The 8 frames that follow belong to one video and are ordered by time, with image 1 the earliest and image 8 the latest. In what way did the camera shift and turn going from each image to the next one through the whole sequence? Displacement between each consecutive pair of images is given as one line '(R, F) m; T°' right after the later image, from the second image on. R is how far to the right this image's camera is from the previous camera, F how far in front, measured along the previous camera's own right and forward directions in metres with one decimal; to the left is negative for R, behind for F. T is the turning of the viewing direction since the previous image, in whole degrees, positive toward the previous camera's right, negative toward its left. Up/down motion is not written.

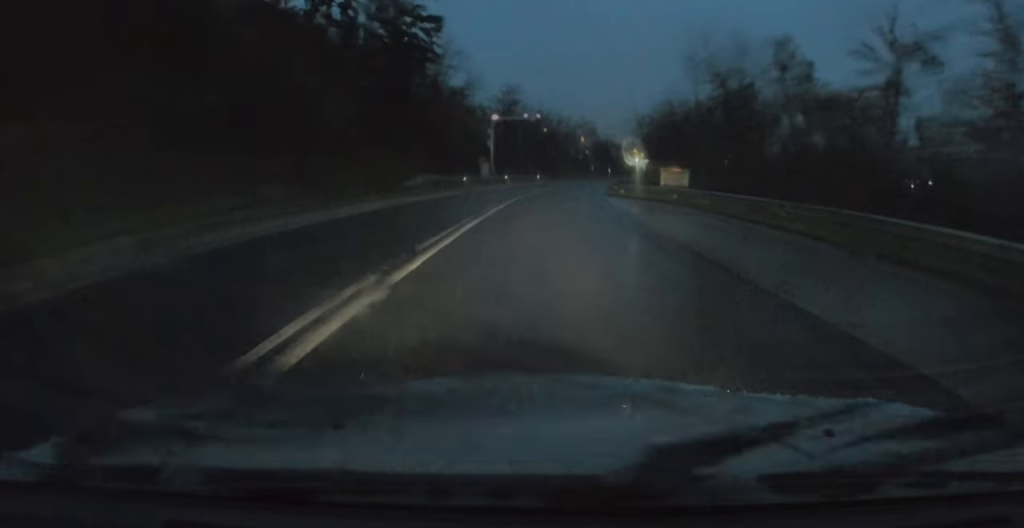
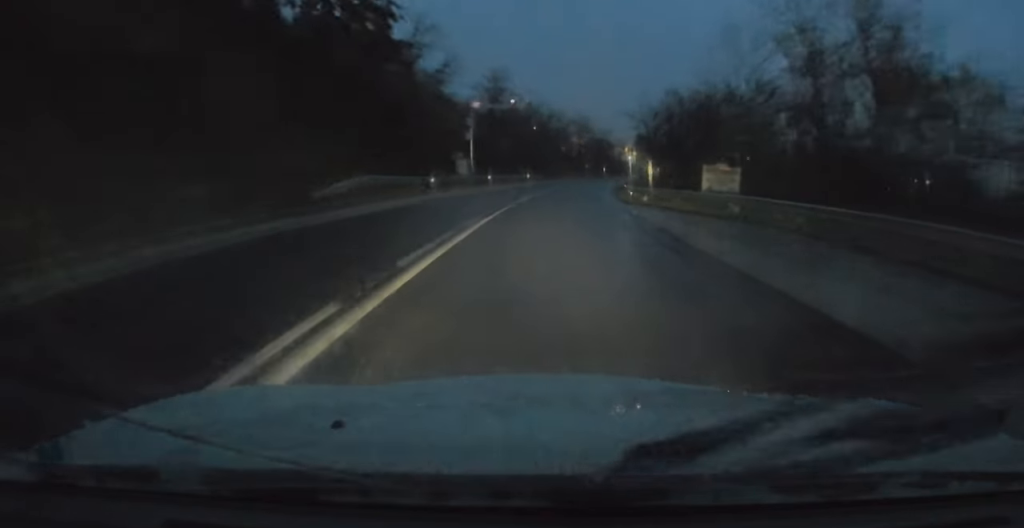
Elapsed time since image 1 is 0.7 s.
(0.0, +10.4) m; +1°
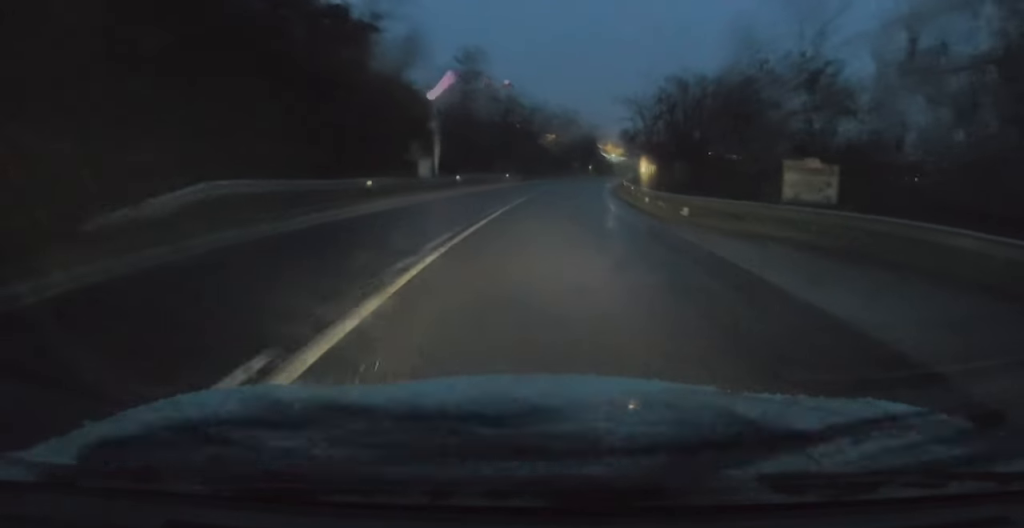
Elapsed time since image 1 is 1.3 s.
(+0.2, +9.8) m; +1°
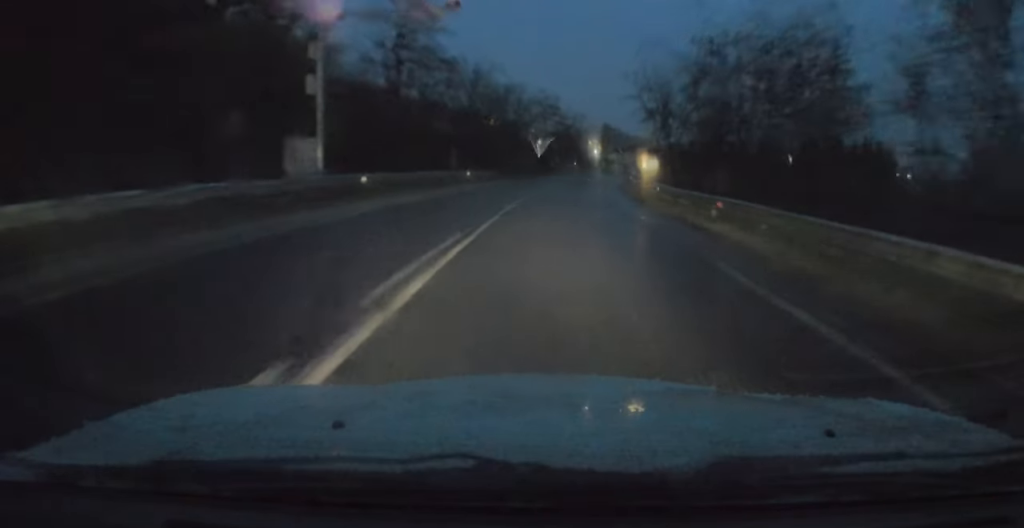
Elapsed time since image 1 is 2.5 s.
(+0.3, +17.9) m; +3°
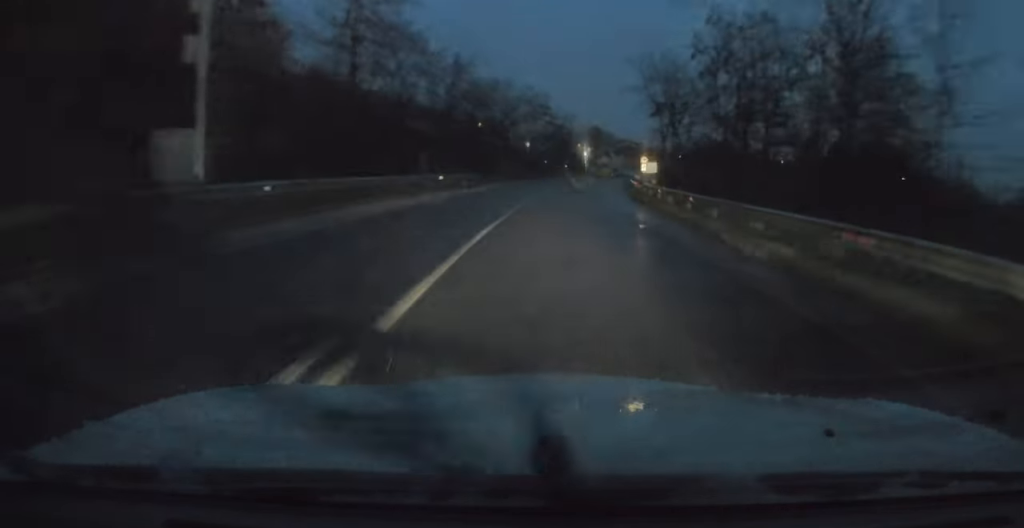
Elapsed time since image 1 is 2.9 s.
(+0.2, +7.1) m; +2°
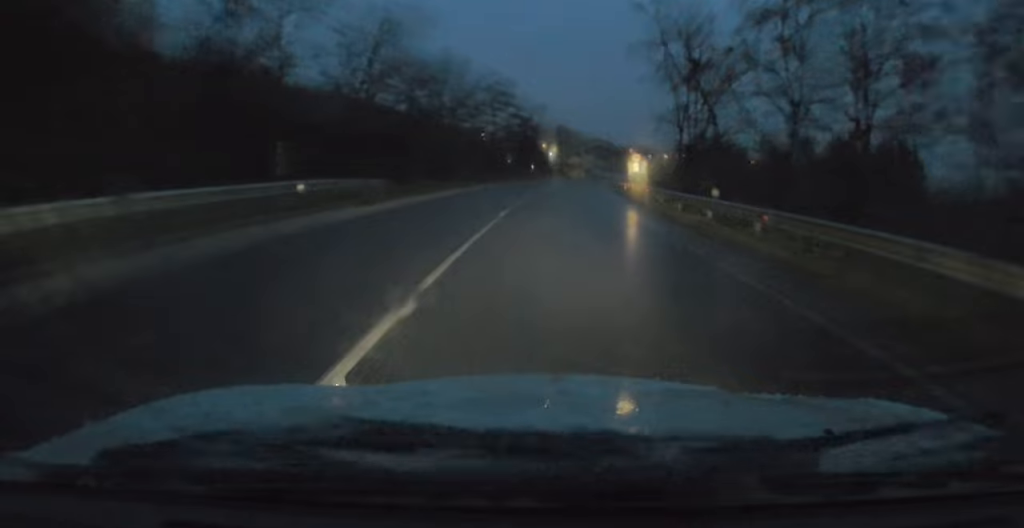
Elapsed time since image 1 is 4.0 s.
(+0.5, +15.7) m; +3°
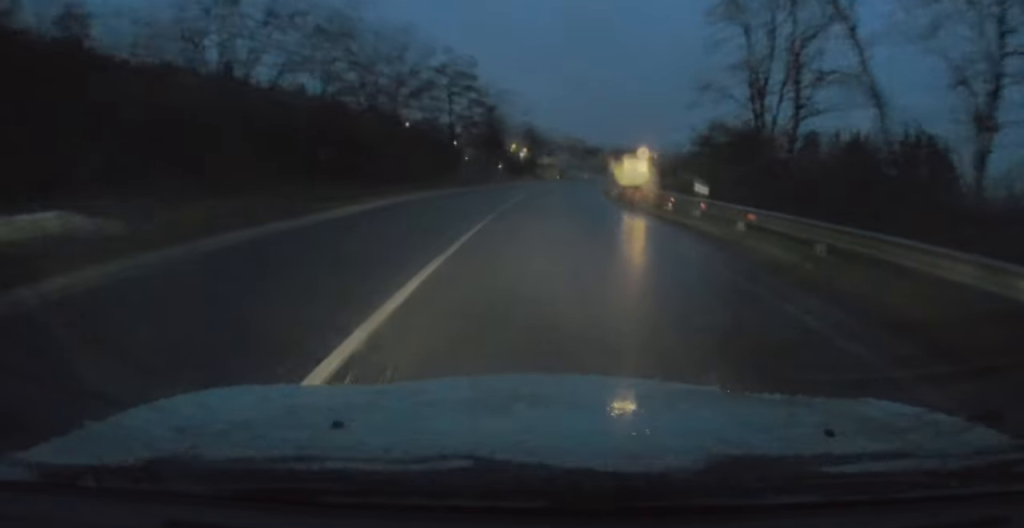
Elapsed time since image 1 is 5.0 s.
(+0.3, +15.5) m; +2°
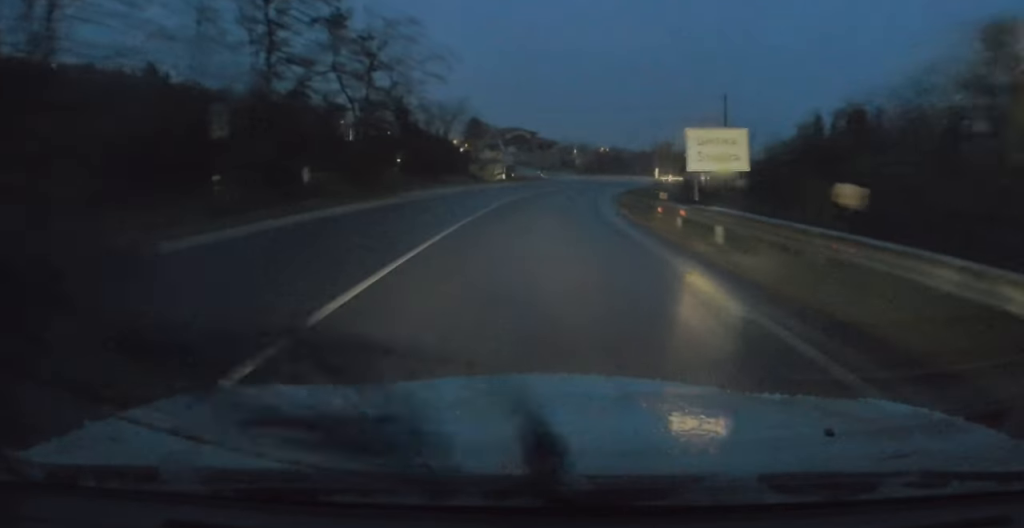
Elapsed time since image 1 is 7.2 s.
(+2.3, +34.1) m; +7°
